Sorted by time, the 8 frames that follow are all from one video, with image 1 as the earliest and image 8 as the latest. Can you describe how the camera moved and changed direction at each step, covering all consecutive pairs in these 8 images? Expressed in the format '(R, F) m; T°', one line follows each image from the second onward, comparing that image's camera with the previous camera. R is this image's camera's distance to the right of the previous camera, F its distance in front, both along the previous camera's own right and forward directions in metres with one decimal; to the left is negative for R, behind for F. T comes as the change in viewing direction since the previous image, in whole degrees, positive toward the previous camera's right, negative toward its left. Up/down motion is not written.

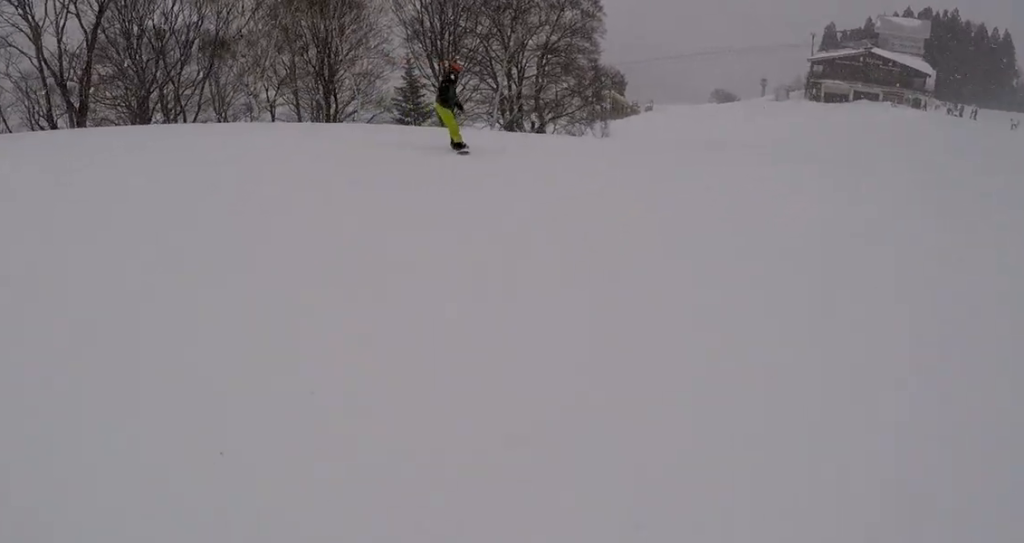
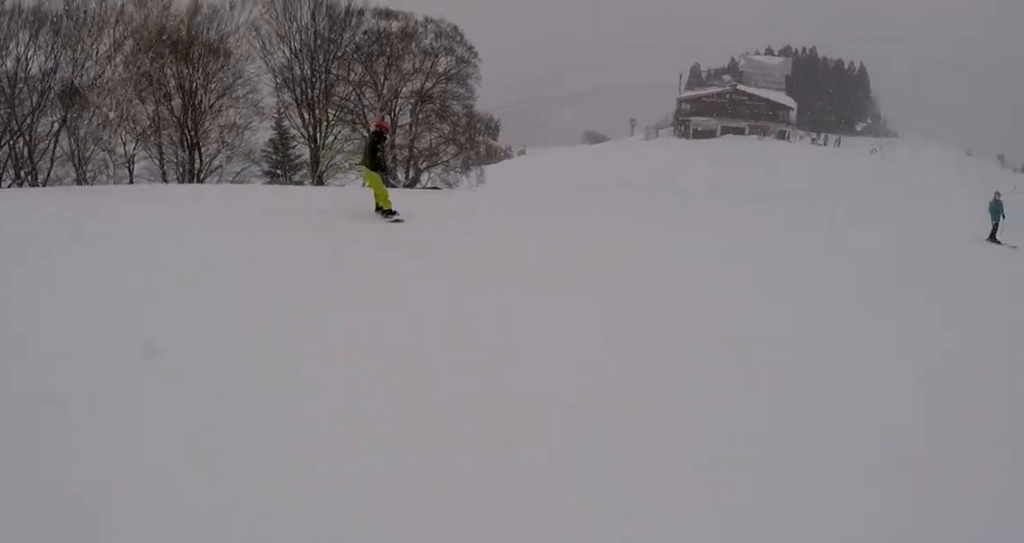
(-0.6, +1.8) m; +9°
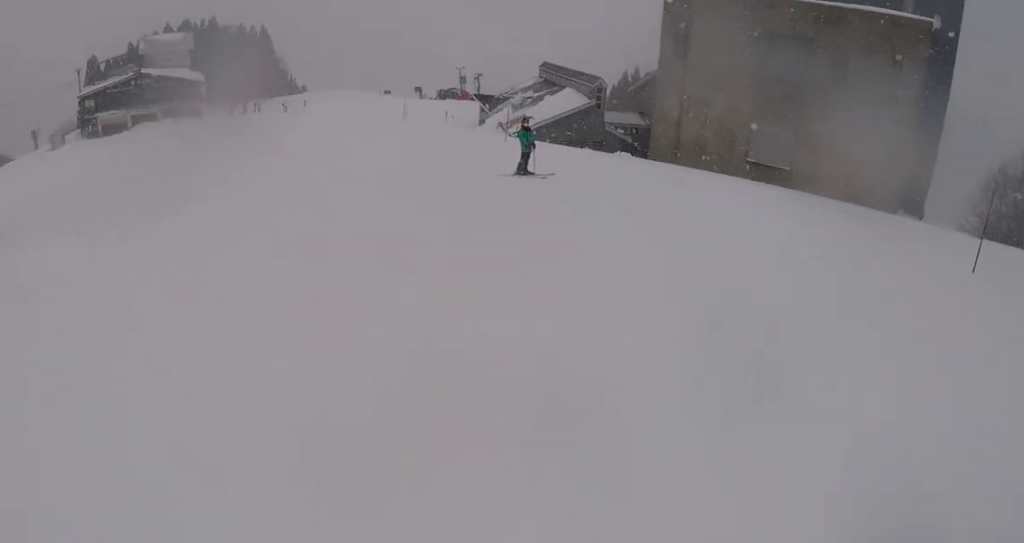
(+3.3, +4.8) m; +49°
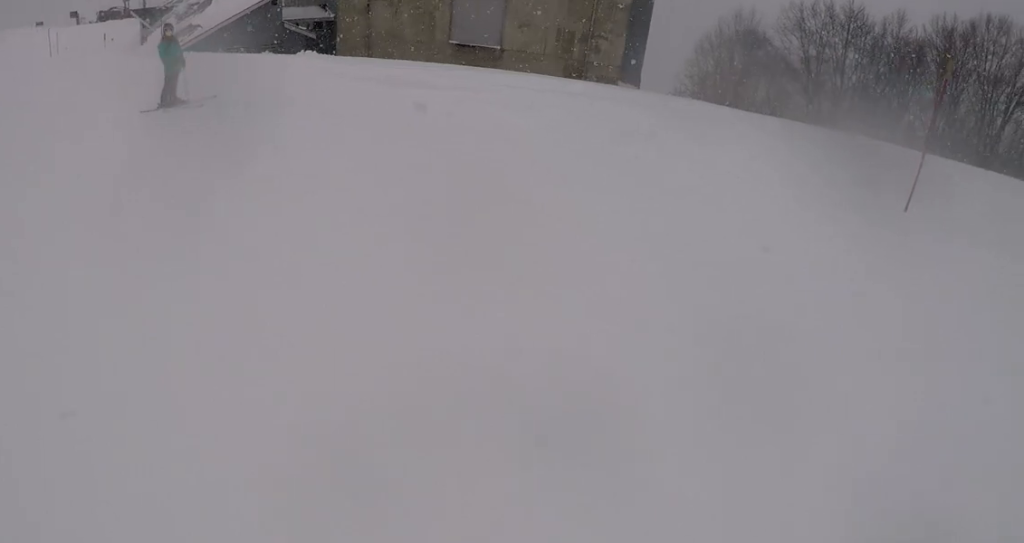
(+1.2, +3.7) m; +23°
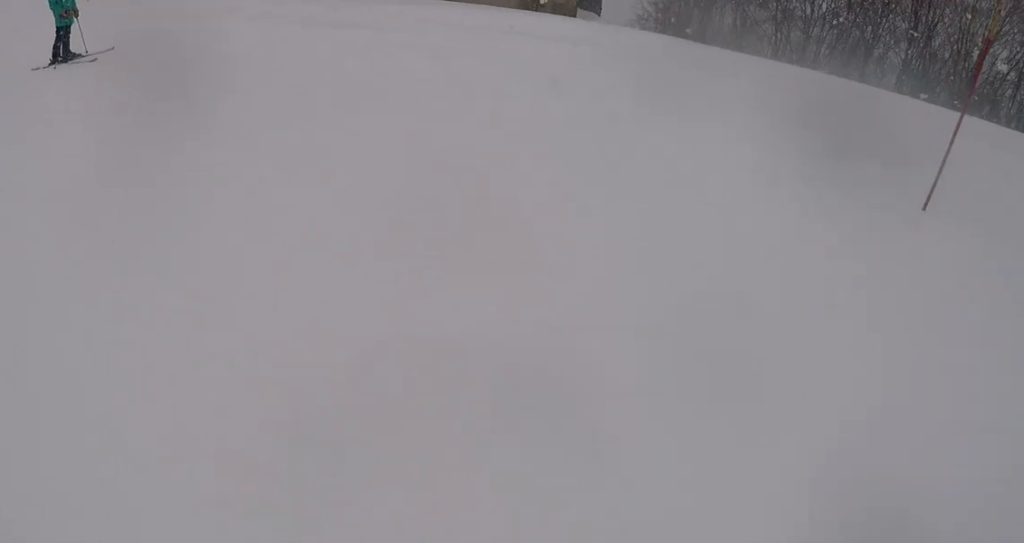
(0.0, +1.5) m; -6°
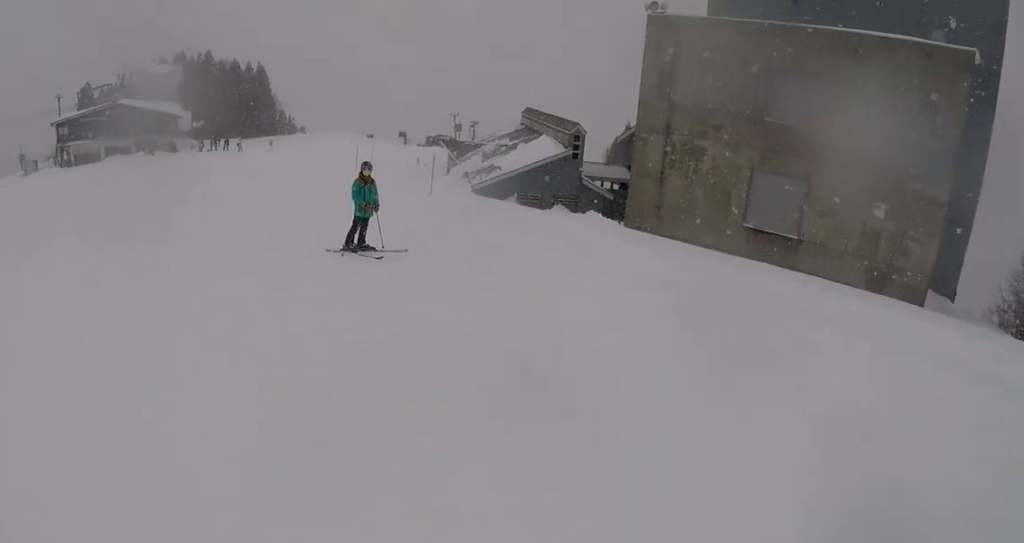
(0.0, +1.7) m; -13°
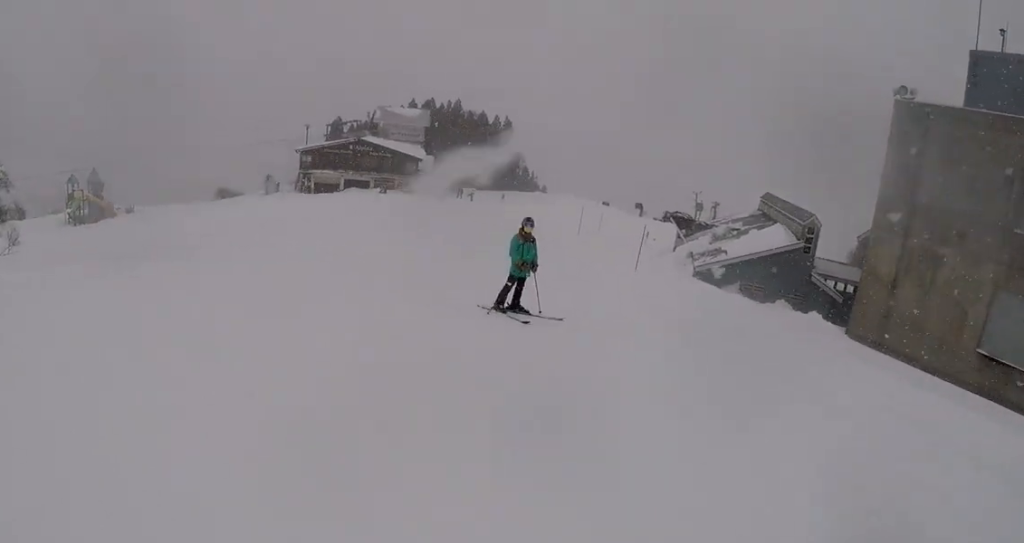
(-0.4, +1.8) m; -9°
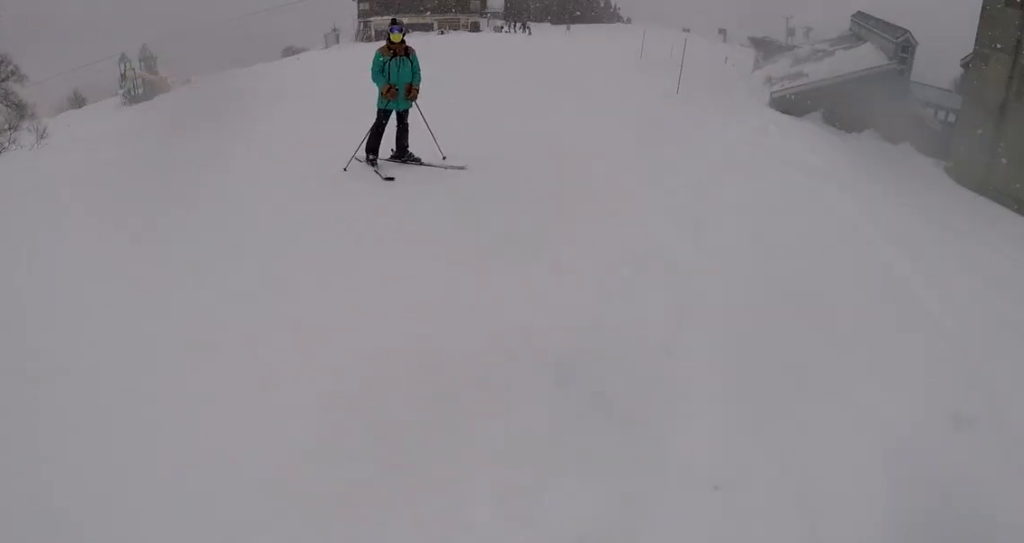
(-0.6, +4.7) m; -24°
